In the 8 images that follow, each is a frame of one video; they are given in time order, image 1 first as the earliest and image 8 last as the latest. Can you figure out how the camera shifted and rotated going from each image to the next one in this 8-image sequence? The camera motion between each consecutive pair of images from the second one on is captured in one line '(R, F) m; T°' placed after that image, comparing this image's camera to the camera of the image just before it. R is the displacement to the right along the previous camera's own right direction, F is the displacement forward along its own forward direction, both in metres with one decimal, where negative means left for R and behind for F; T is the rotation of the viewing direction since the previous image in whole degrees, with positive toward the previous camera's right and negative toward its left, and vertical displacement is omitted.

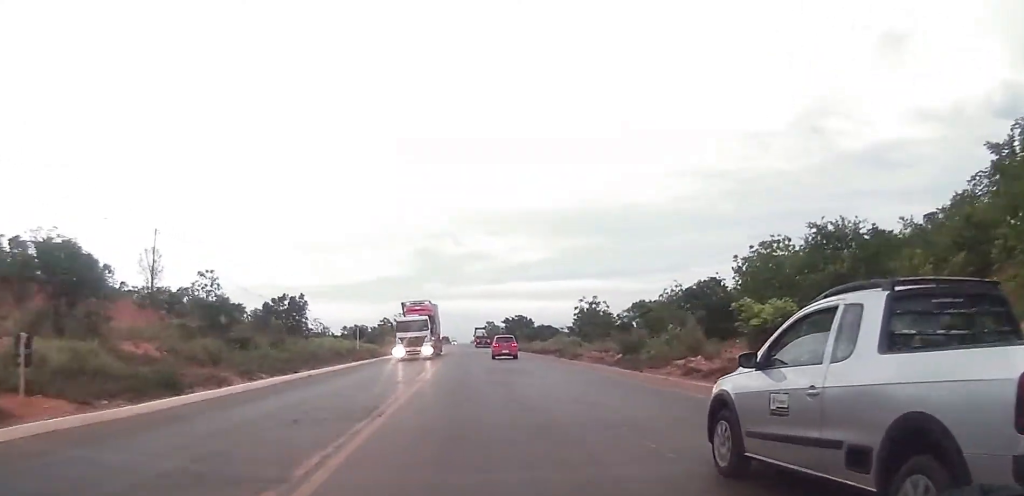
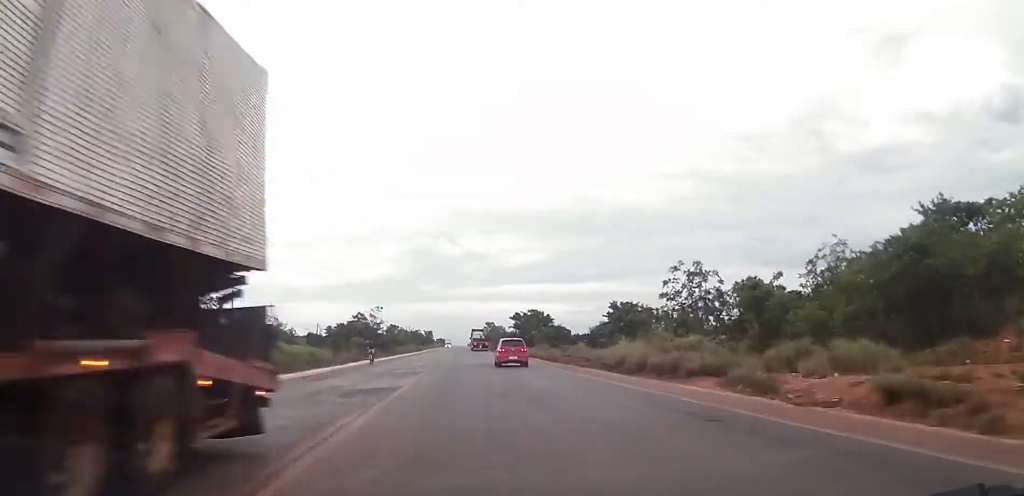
(+0.3, +31.4) m; 0°
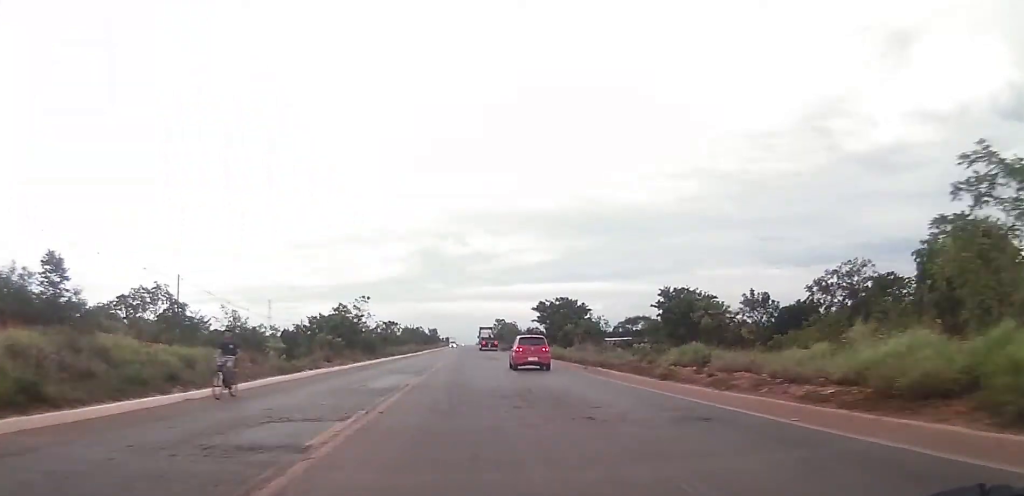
(-0.2, +23.1) m; -1°
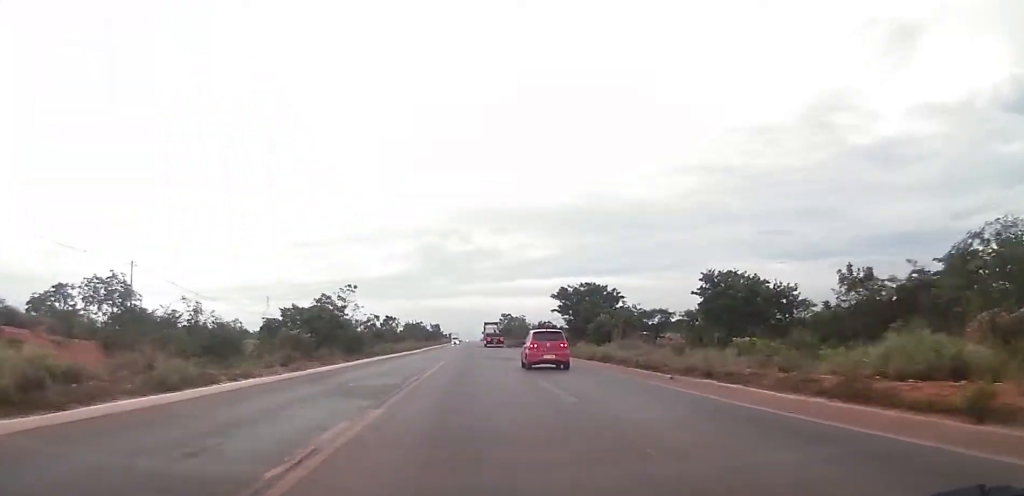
(-0.2, +13.3) m; 0°
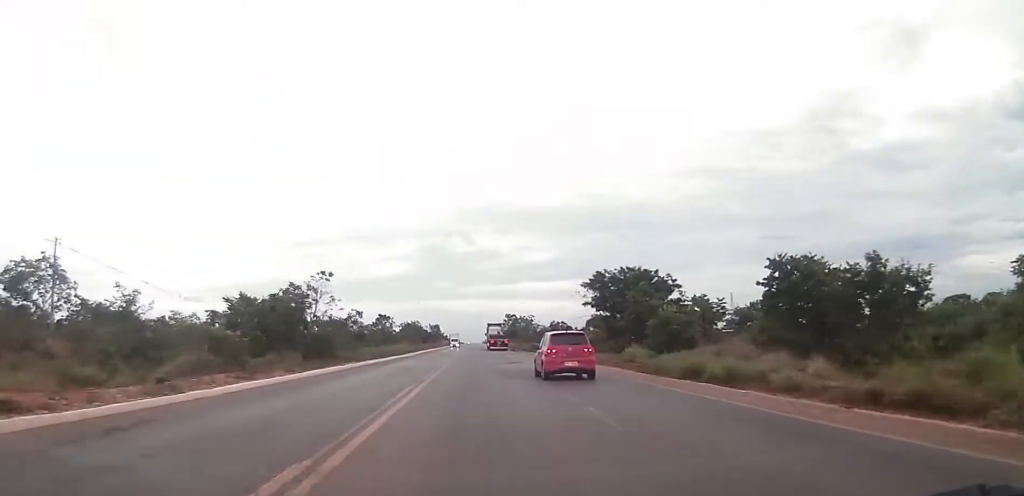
(0.0, +15.1) m; 0°
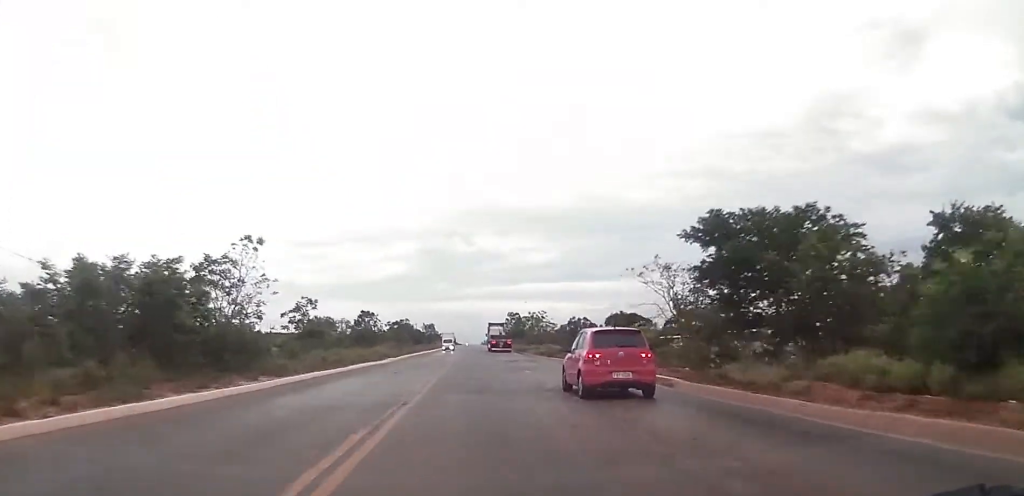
(+0.1, +21.0) m; 0°
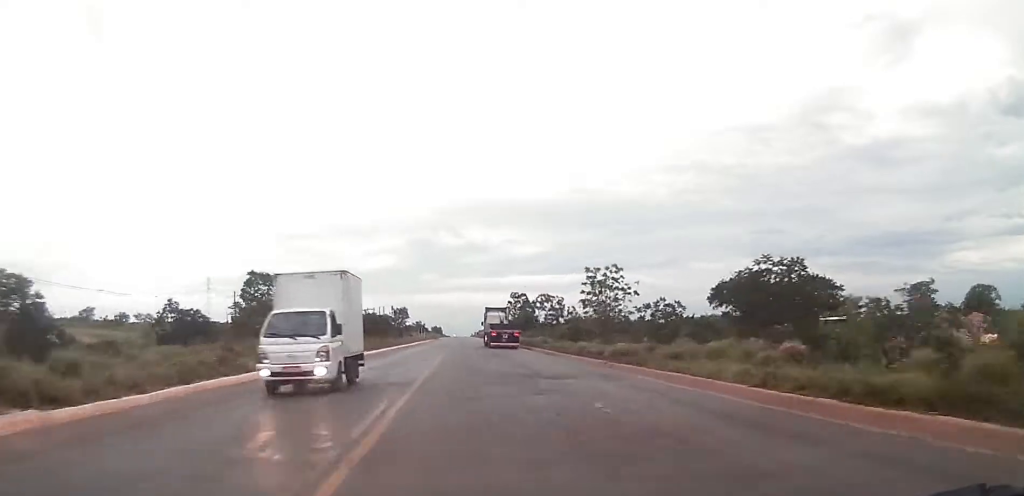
(+0.5, +55.9) m; +1°
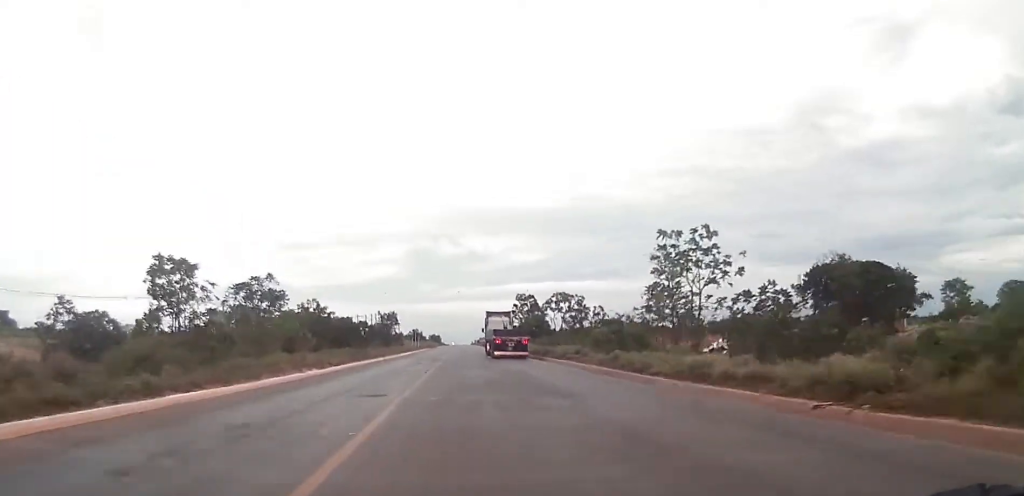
(+0.2, +18.9) m; 0°
